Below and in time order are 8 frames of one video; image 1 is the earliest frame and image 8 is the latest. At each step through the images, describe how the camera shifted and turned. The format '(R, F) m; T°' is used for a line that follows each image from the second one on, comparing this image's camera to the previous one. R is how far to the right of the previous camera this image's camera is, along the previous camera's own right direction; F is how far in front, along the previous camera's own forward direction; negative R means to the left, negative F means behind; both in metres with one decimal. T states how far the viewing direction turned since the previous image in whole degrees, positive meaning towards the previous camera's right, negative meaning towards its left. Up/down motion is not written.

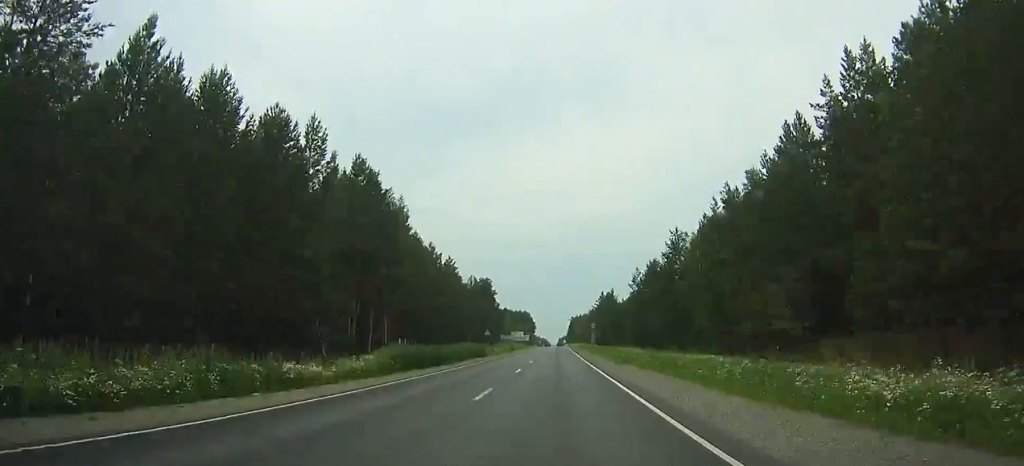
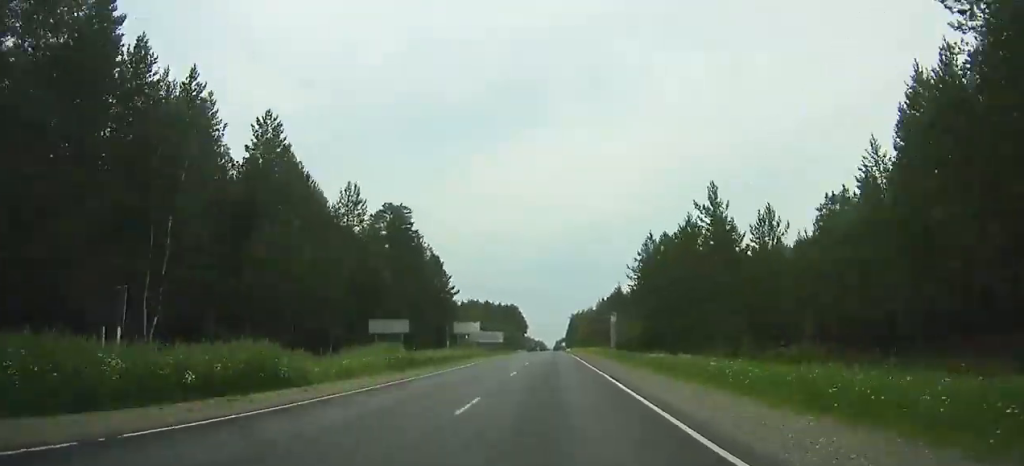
(-11.8, +71.6) m; -16°
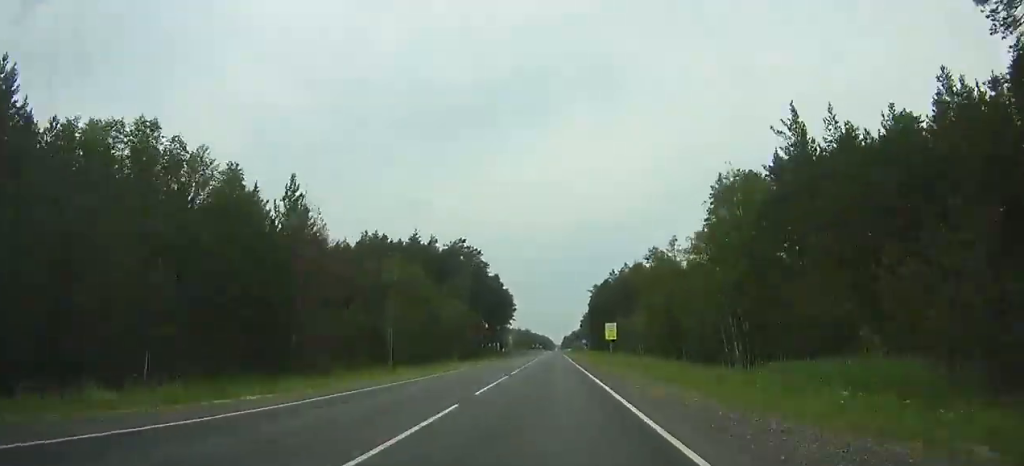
(-21.1, +129.6) m; -1°
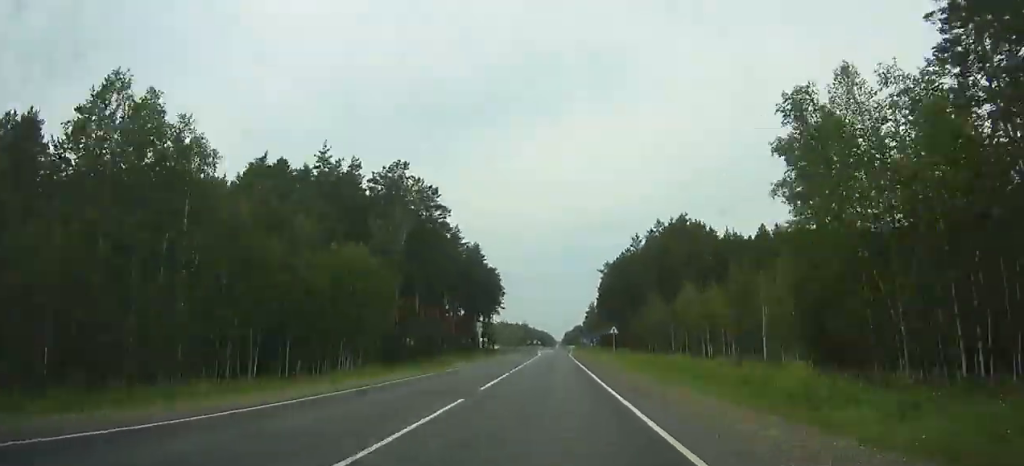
(+7.5, +51.2) m; +10°
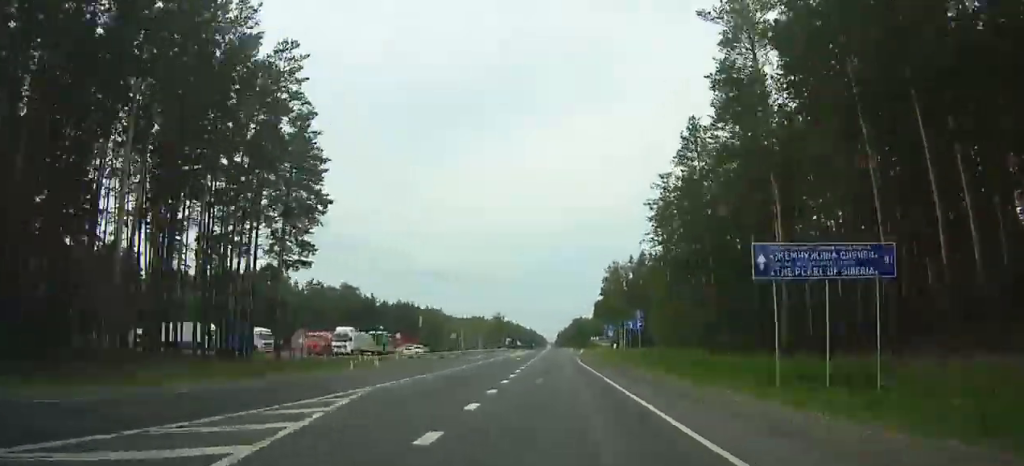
(+8.2, +166.7) m; -1°
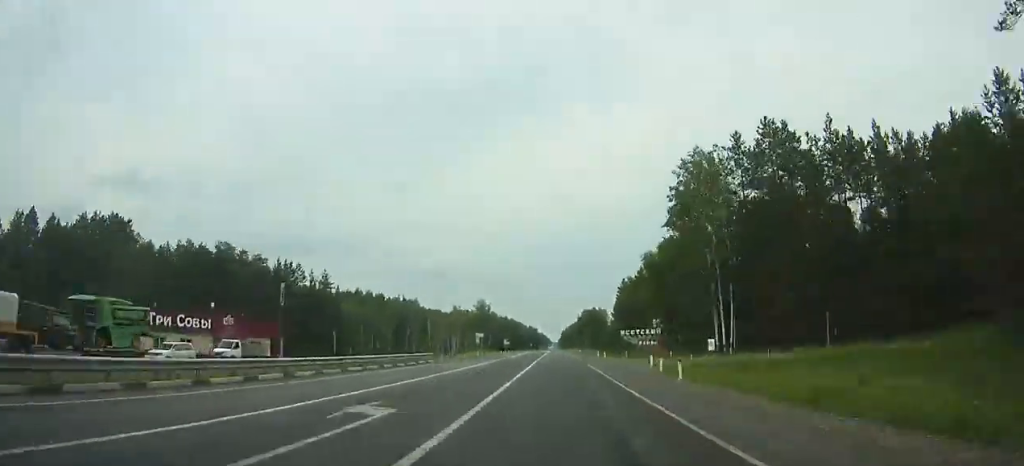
(-3.9, +86.9) m; -4°
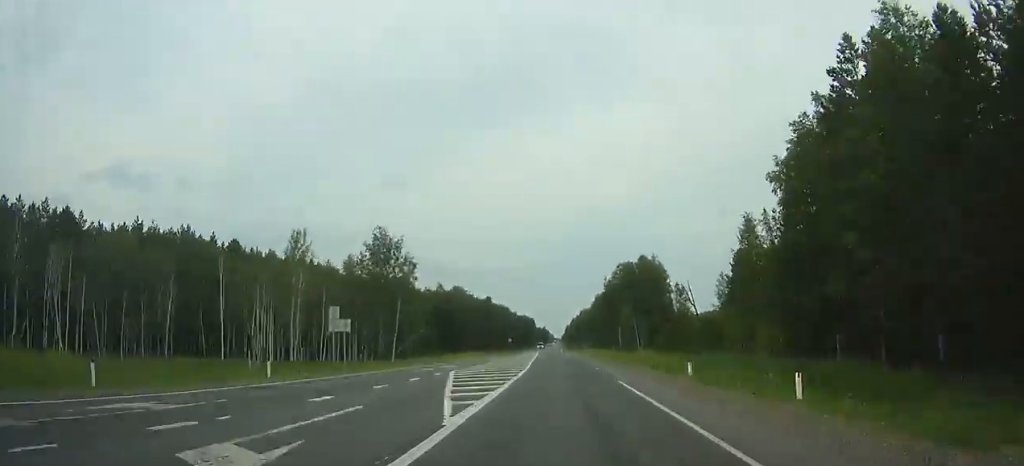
(-4.8, +134.5) m; -8°
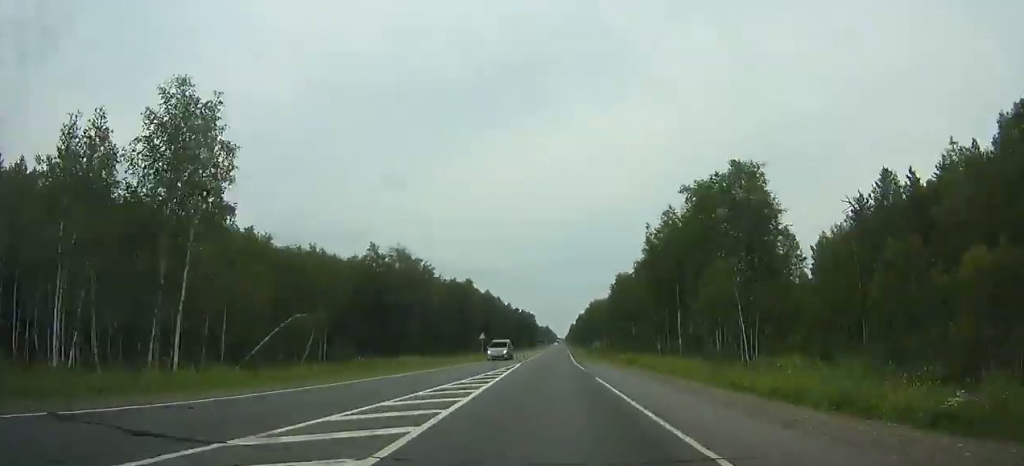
(-3.4, +54.8) m; +1°
